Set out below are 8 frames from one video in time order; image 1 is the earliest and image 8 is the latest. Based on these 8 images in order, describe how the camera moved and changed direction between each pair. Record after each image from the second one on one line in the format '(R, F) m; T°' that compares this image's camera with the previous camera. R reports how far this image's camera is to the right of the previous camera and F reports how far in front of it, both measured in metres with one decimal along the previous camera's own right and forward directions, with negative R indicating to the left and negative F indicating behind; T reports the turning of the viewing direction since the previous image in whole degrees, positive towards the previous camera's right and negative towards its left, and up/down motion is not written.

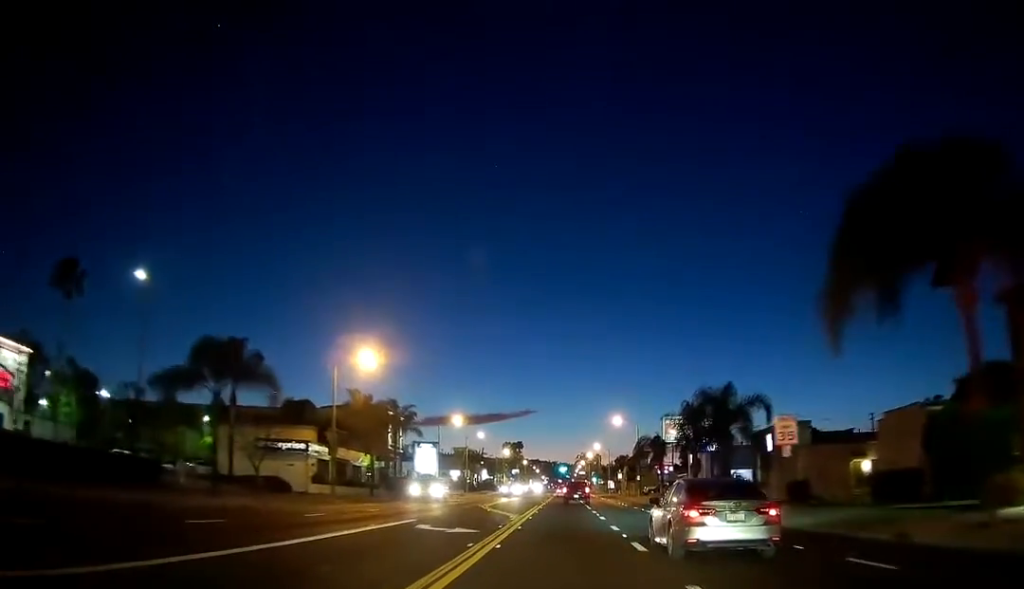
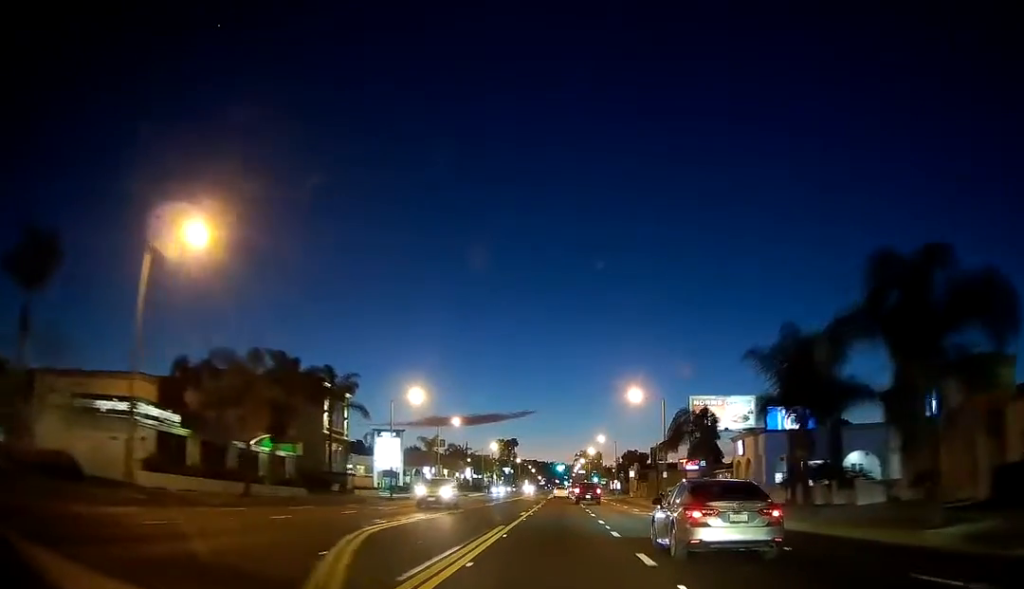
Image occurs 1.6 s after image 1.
(0.0, +24.9) m; 0°
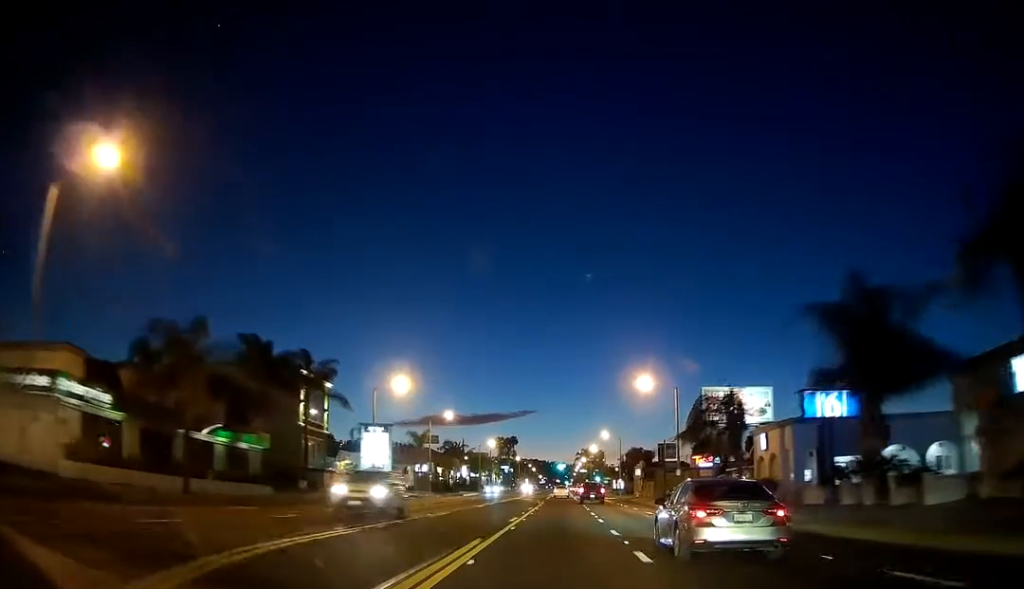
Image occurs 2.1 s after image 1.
(0.0, +6.7) m; 0°
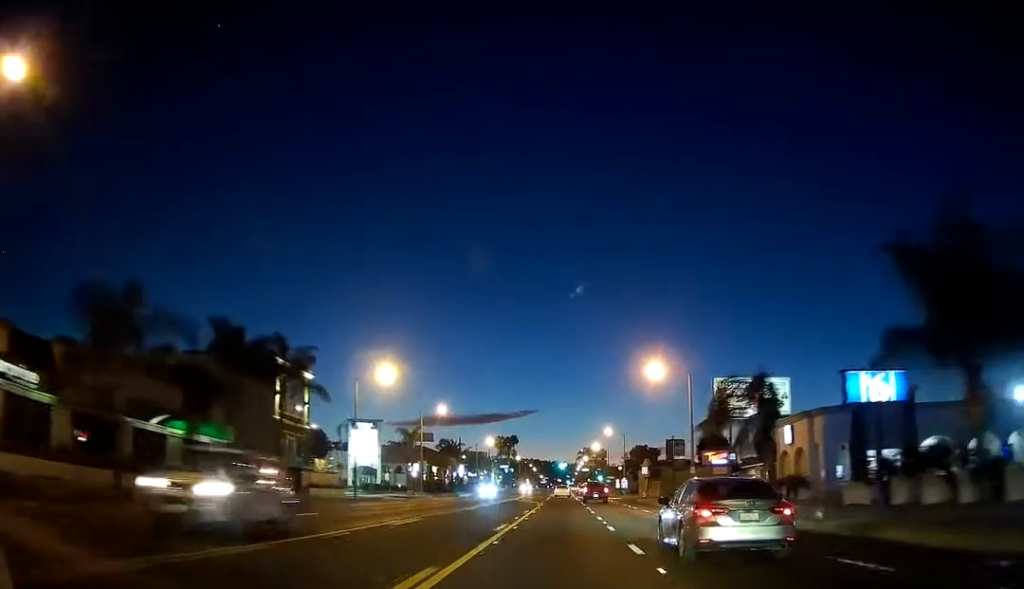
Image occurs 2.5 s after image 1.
(0.0, +6.2) m; 0°
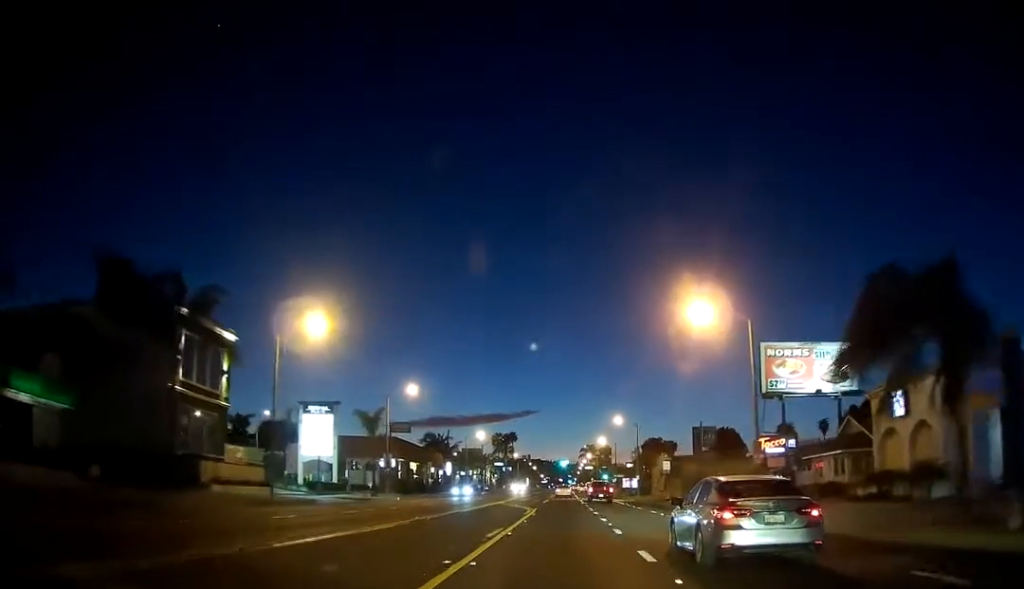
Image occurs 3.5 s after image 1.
(+0.1, +16.7) m; 0°
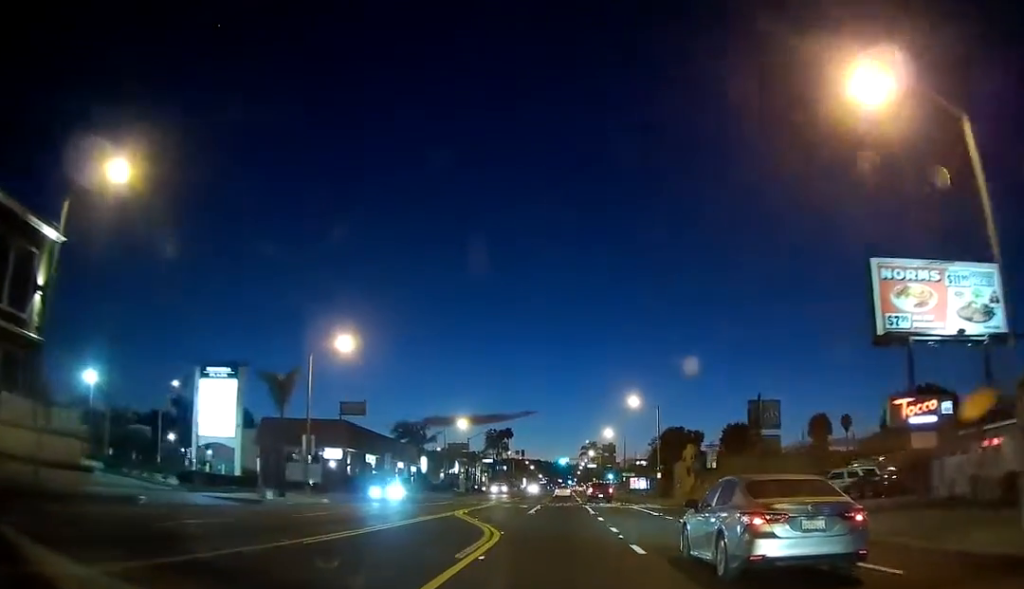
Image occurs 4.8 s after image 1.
(0.0, +20.9) m; 0°
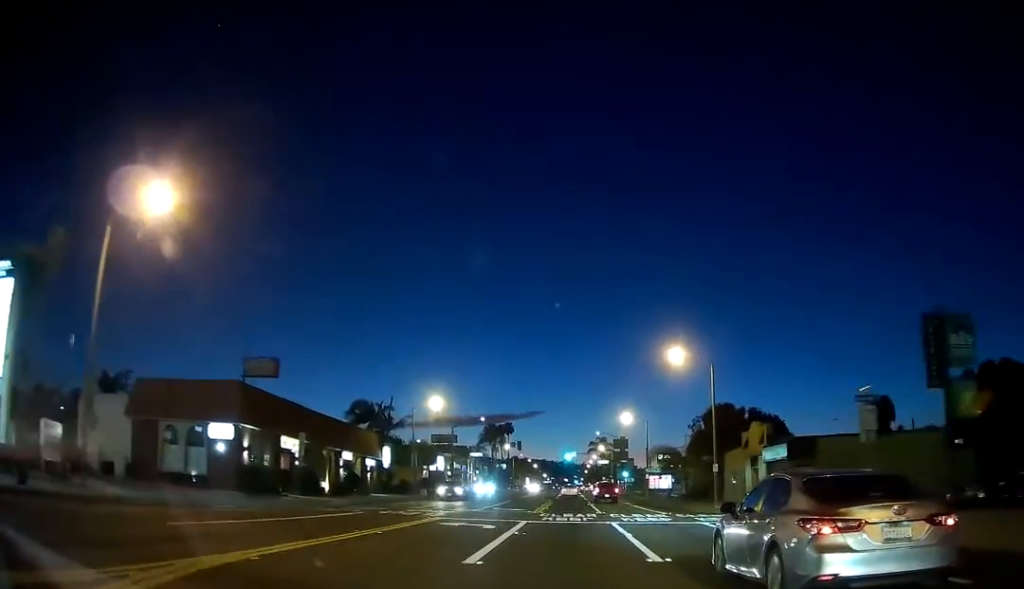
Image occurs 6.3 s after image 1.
(-0.1, +23.7) m; 0°
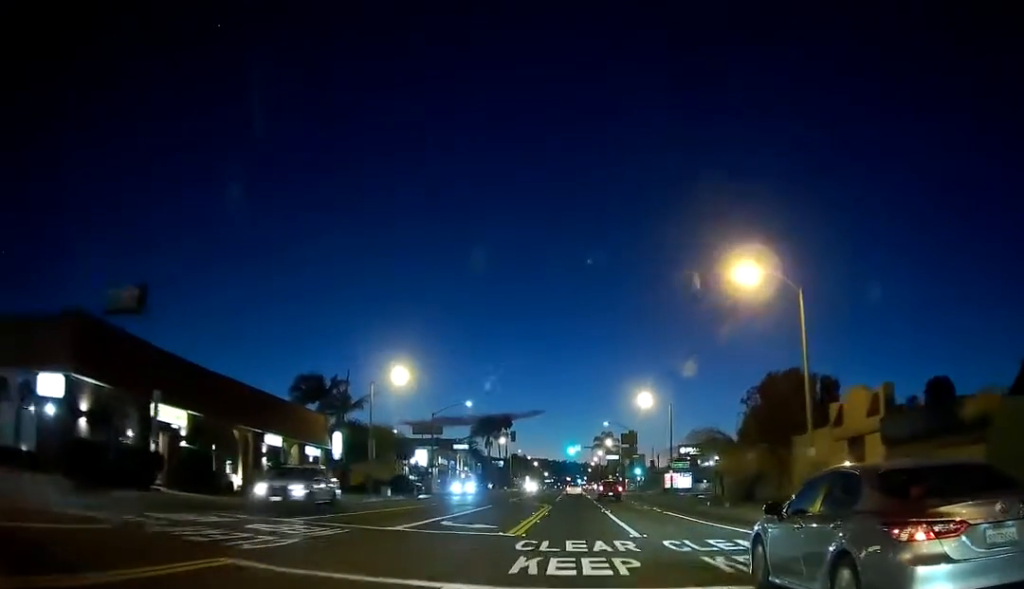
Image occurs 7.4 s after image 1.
(0.0, +17.8) m; 0°
